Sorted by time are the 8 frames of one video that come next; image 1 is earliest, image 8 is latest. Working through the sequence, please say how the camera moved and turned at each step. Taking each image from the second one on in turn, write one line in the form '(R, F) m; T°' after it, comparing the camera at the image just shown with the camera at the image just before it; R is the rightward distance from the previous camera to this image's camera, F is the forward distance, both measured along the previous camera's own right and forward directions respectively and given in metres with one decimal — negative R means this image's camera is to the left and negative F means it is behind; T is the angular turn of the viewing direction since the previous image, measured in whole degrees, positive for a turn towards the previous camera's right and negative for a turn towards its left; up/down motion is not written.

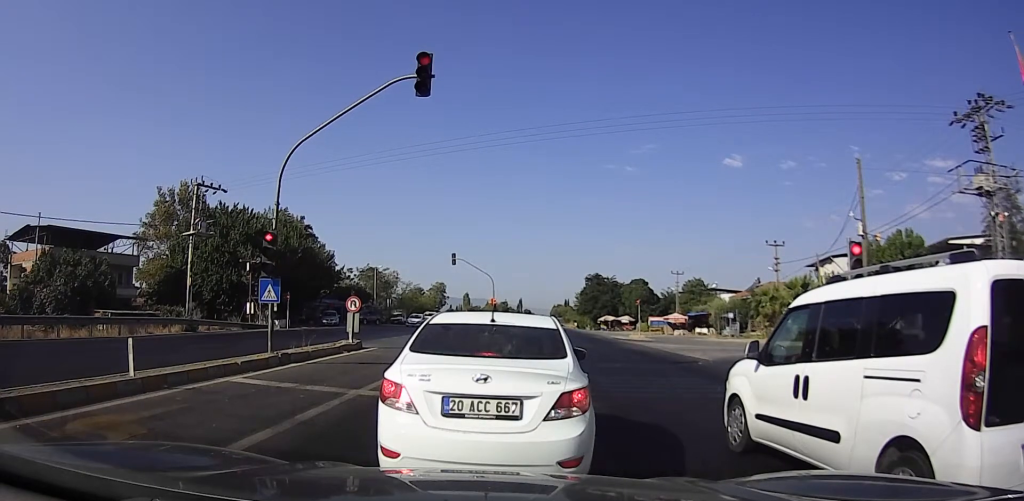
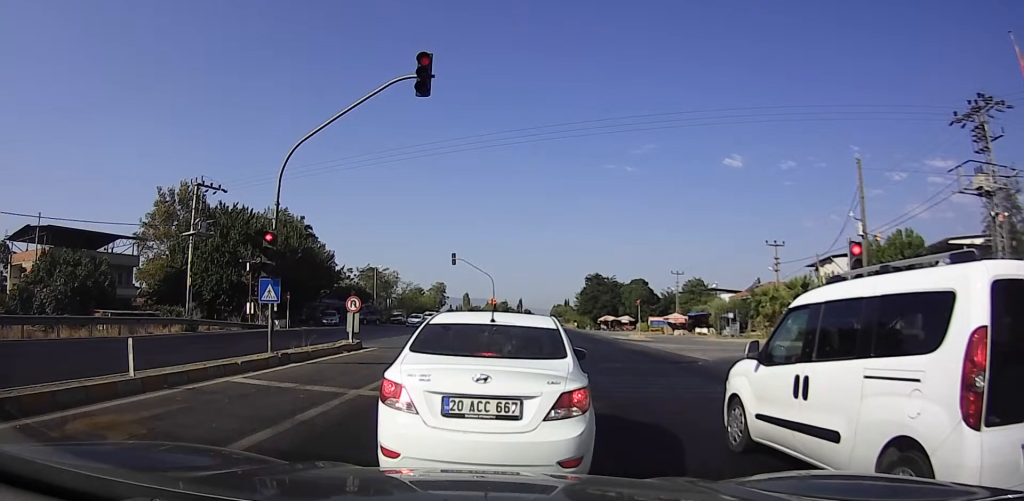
(0.0, 0.0) m; 0°
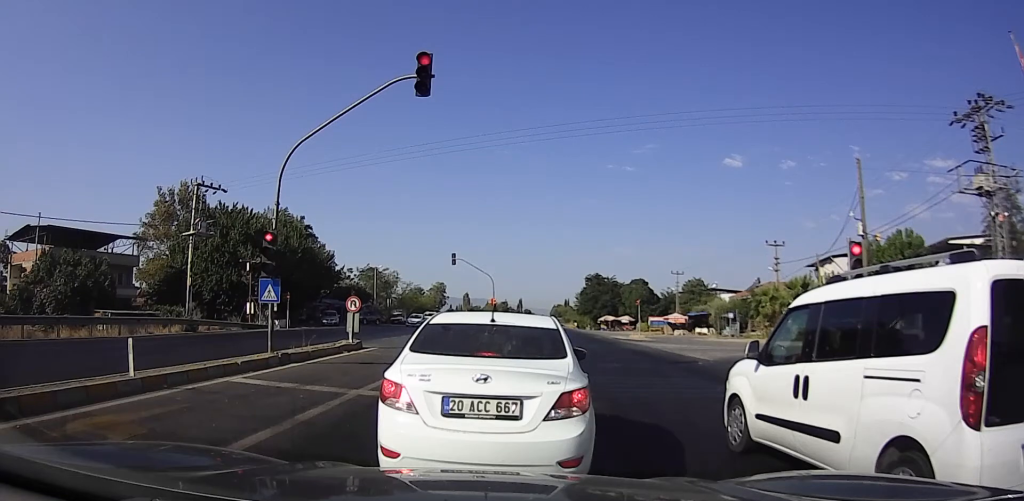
(0.0, 0.0) m; 0°
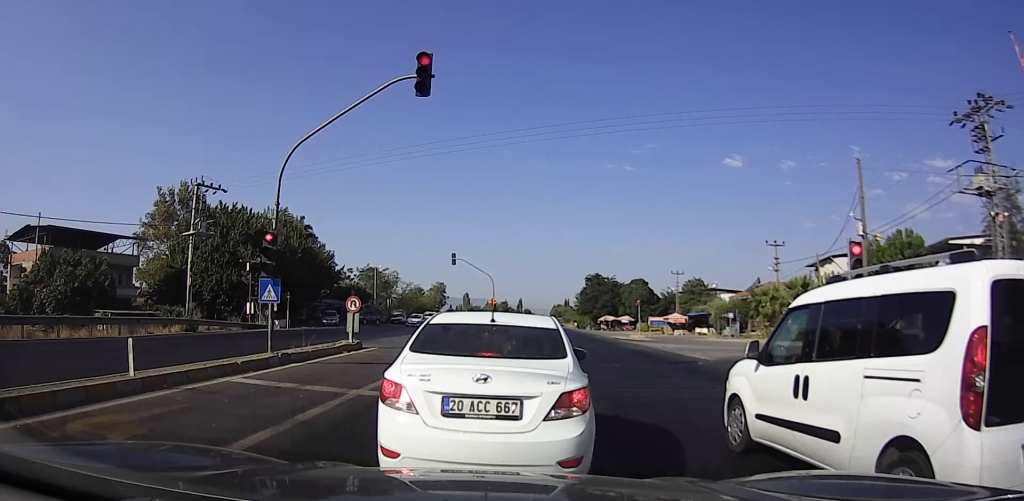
(0.0, 0.0) m; 0°
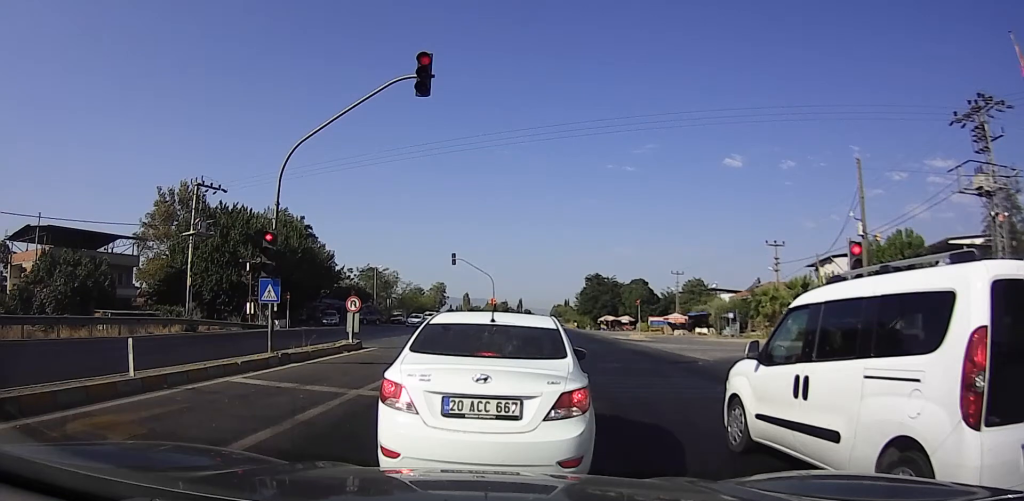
(0.0, 0.0) m; 0°
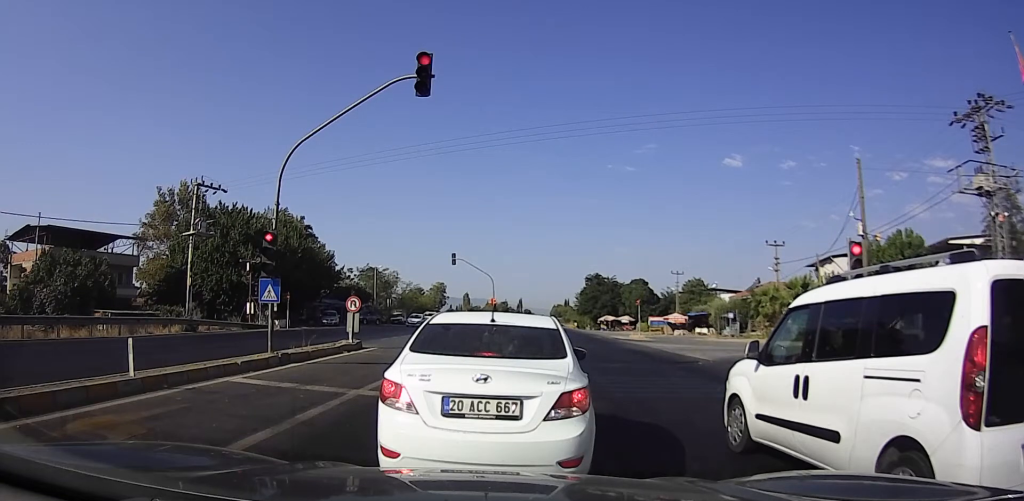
(0.0, 0.0) m; 0°
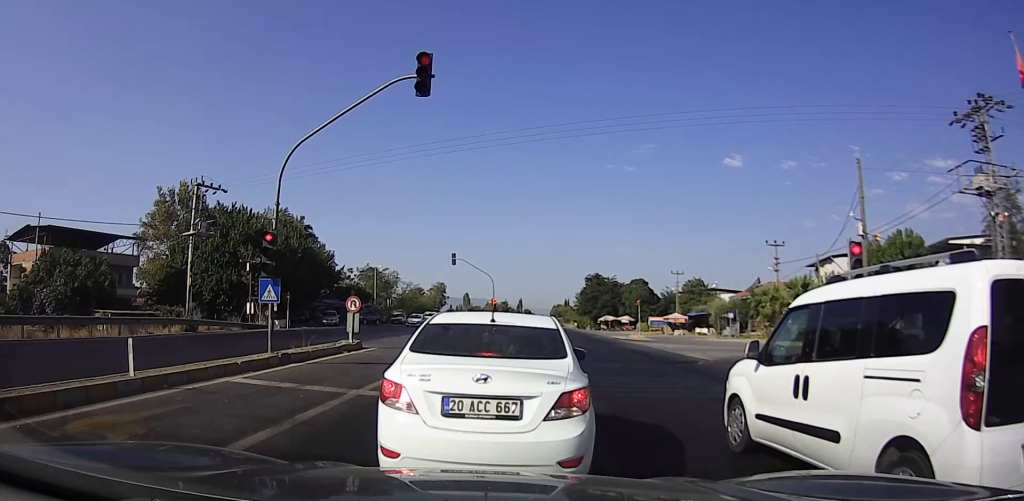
(0.0, 0.0) m; 0°
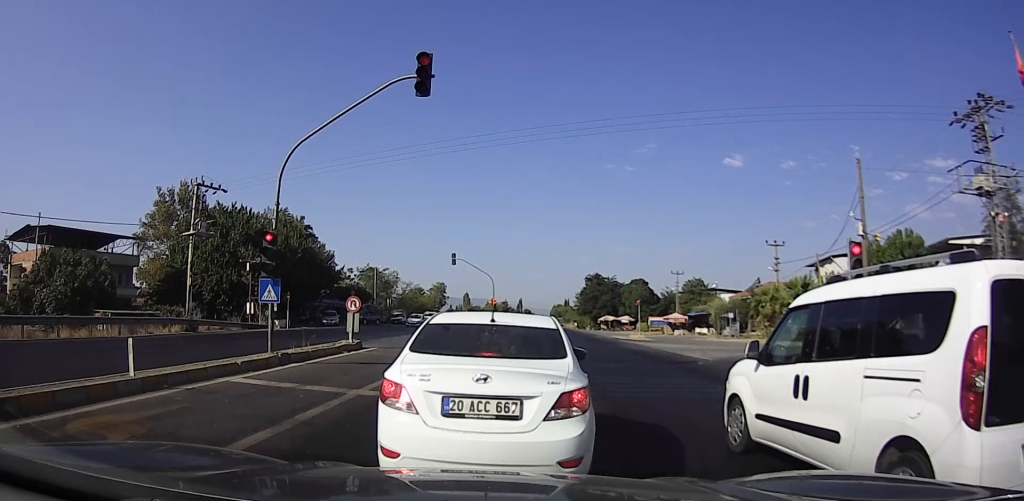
(0.0, 0.0) m; 0°
